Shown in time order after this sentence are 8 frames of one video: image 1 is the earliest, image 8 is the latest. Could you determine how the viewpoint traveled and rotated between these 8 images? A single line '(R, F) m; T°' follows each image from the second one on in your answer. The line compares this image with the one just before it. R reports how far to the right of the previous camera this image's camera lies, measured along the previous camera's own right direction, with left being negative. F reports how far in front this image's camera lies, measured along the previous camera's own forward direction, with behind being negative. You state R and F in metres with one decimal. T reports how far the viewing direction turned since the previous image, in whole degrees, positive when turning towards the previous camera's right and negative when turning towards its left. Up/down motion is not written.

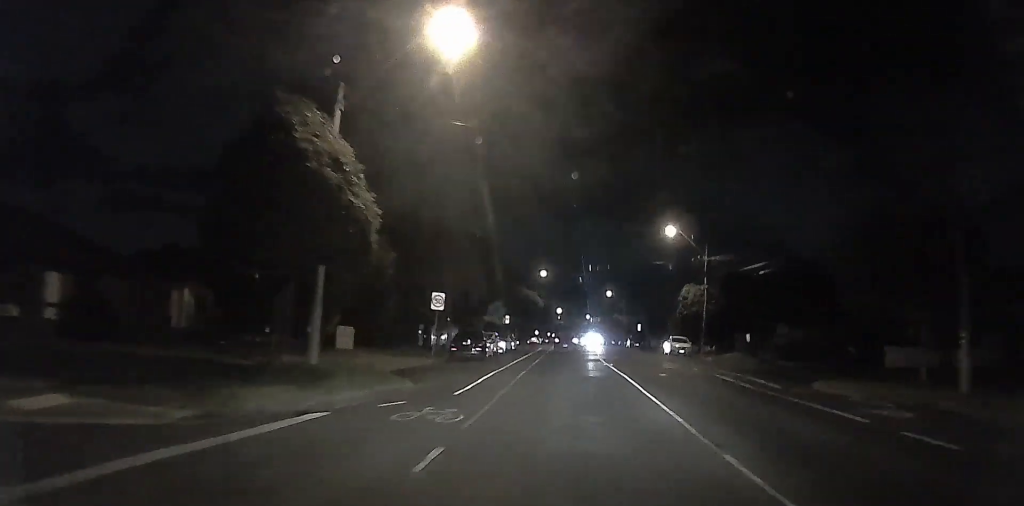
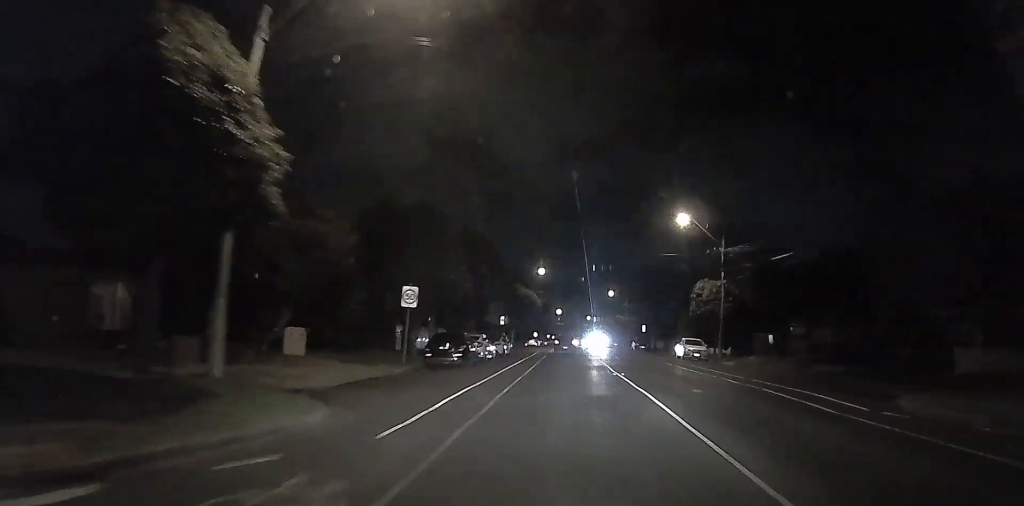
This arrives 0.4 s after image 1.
(0.0, +5.2) m; -2°
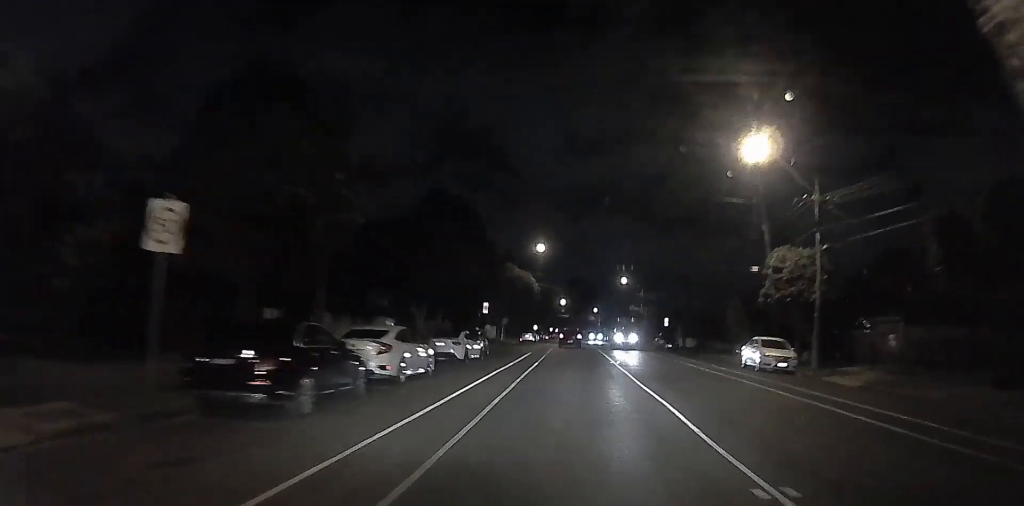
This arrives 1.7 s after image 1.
(-0.9, +14.9) m; -3°
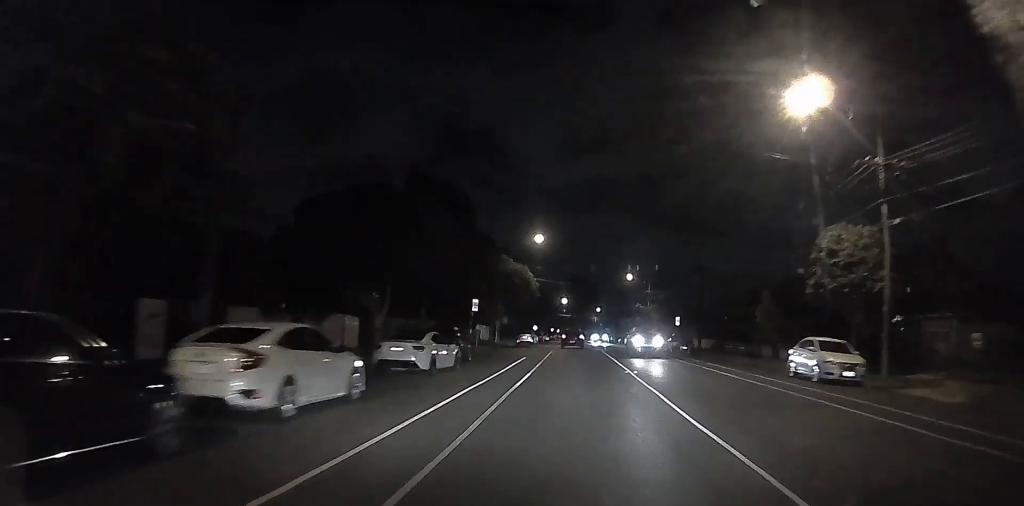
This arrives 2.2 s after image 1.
(+0.2, +6.0) m; 0°
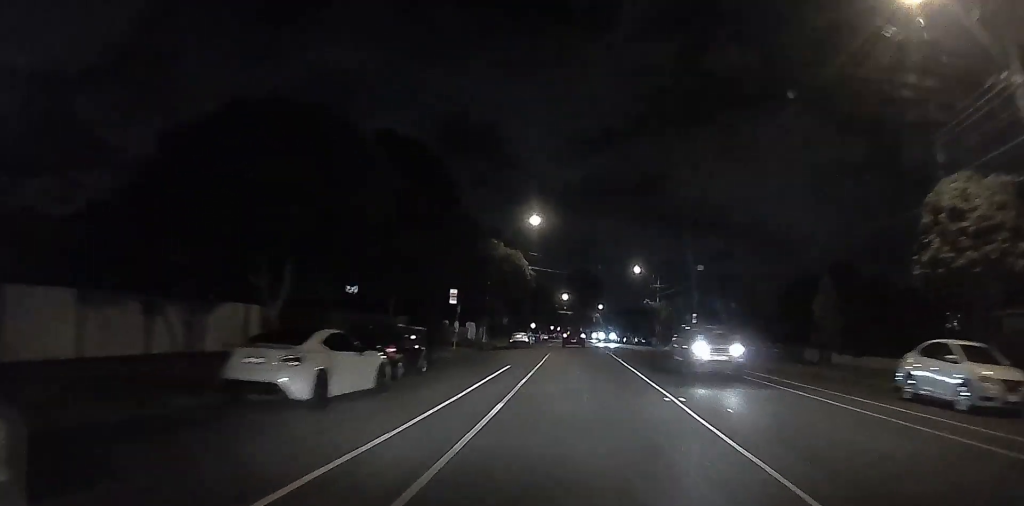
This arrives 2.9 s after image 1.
(+0.1, +8.2) m; 0°
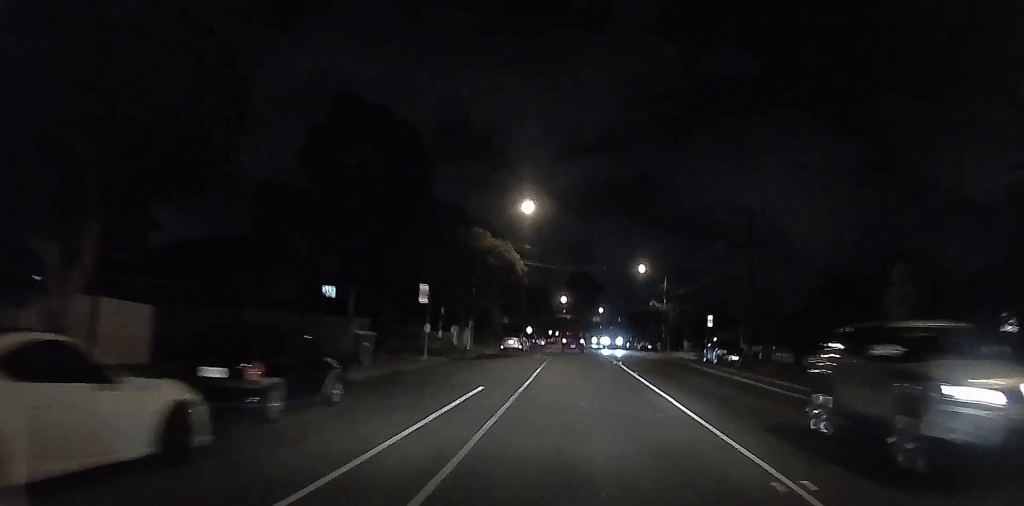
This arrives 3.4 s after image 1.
(-0.3, +7.0) m; +2°
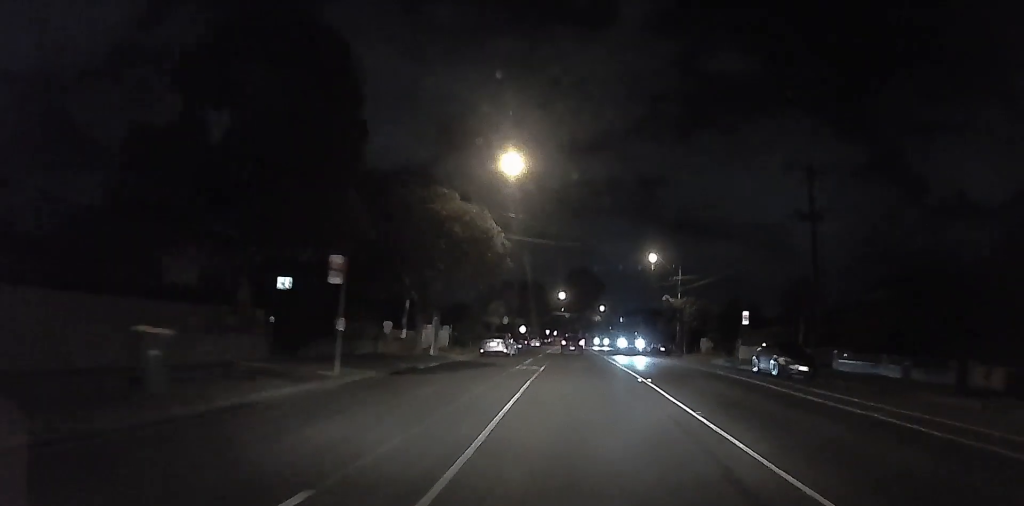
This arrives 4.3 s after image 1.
(+0.4, +11.5) m; +2°
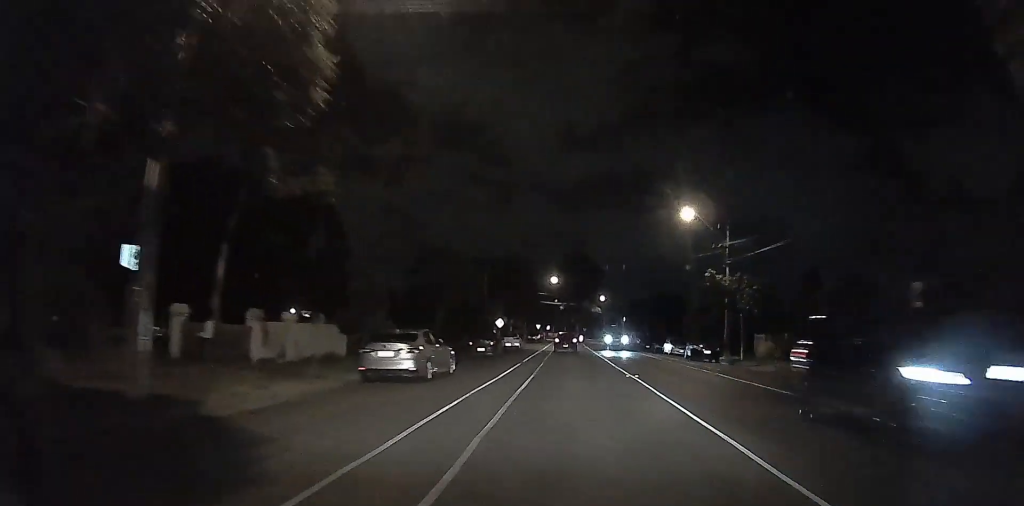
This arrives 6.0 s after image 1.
(-0.1, +25.5) m; -1°
